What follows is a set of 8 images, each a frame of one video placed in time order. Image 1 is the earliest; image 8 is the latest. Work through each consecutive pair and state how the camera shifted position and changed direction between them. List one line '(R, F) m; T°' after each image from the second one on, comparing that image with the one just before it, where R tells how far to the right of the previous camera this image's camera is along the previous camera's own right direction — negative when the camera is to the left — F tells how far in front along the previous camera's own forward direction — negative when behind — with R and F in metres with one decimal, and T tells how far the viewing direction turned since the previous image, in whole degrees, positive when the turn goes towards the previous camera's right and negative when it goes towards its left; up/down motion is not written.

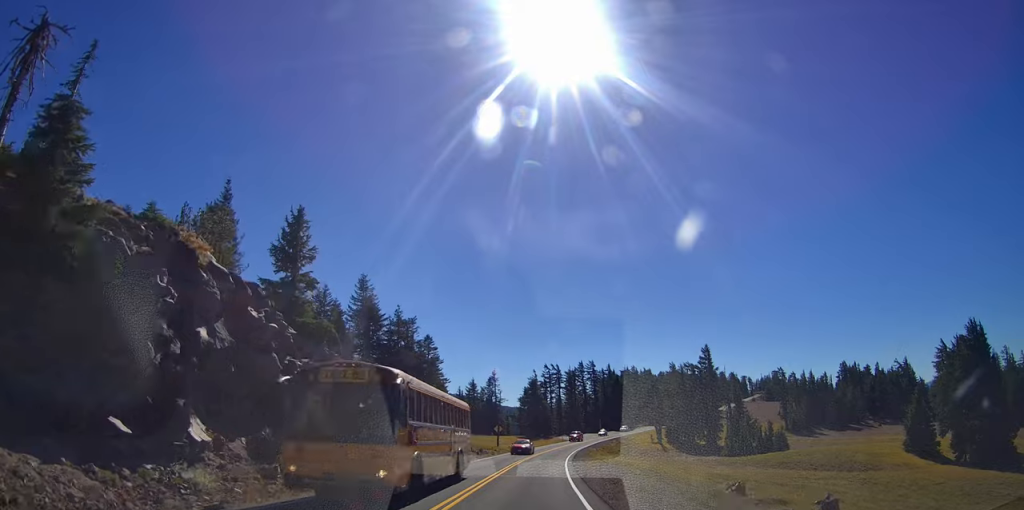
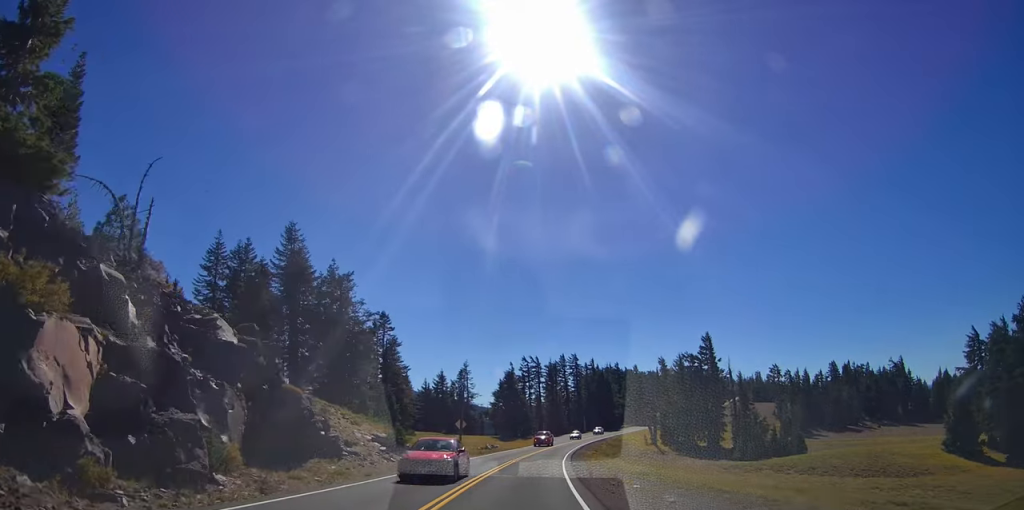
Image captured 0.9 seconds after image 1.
(+0.8, +17.6) m; +3°
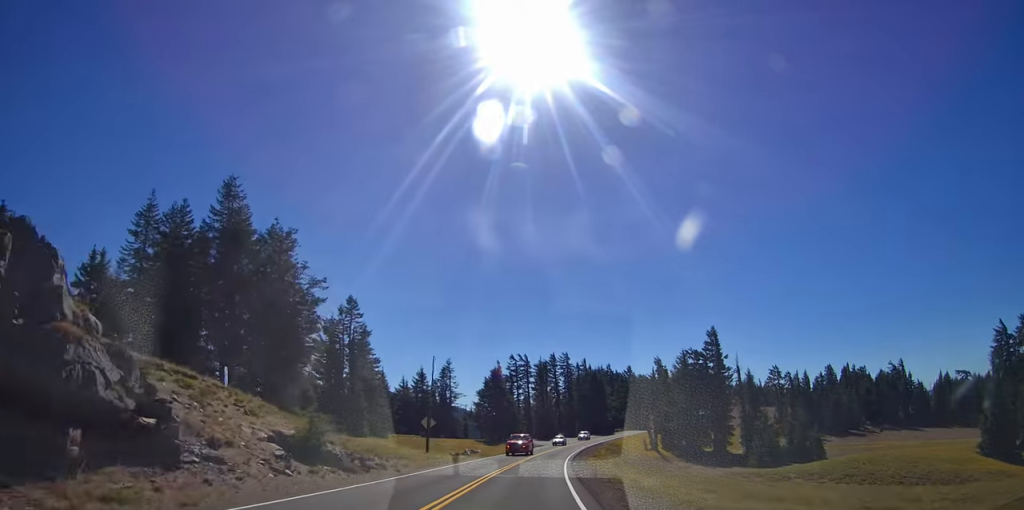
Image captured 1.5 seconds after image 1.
(+0.1, +11.1) m; 0°
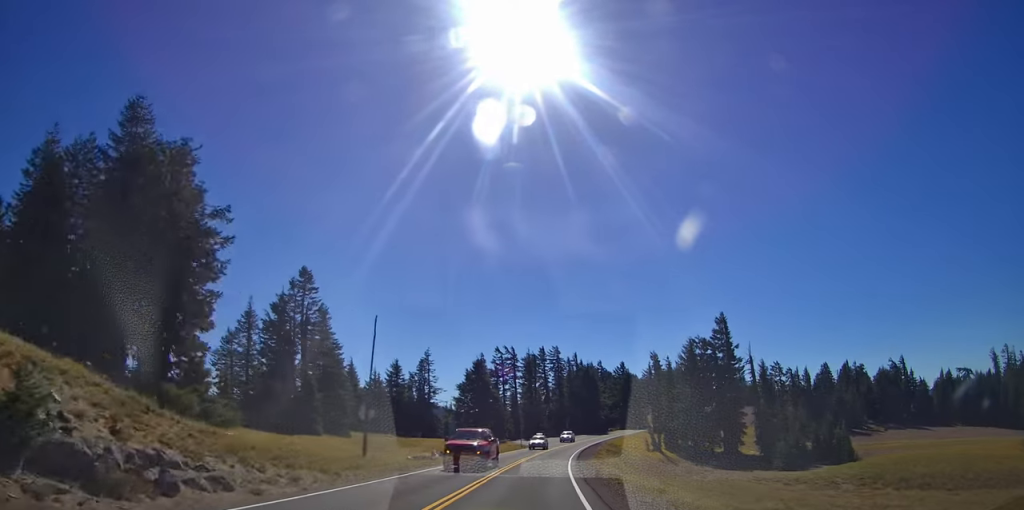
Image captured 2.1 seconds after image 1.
(0.0, +12.5) m; +2°
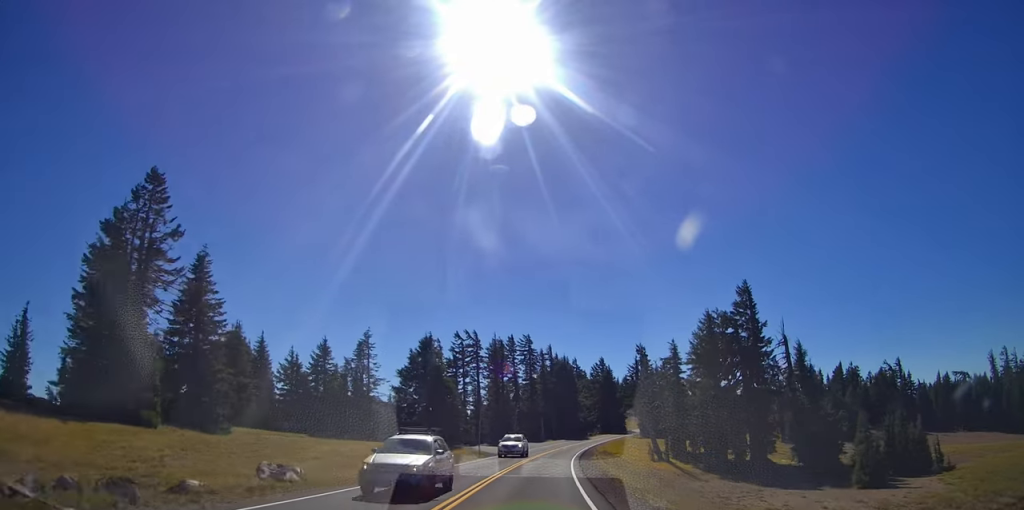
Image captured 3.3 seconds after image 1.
(+0.9, +24.2) m; +4°
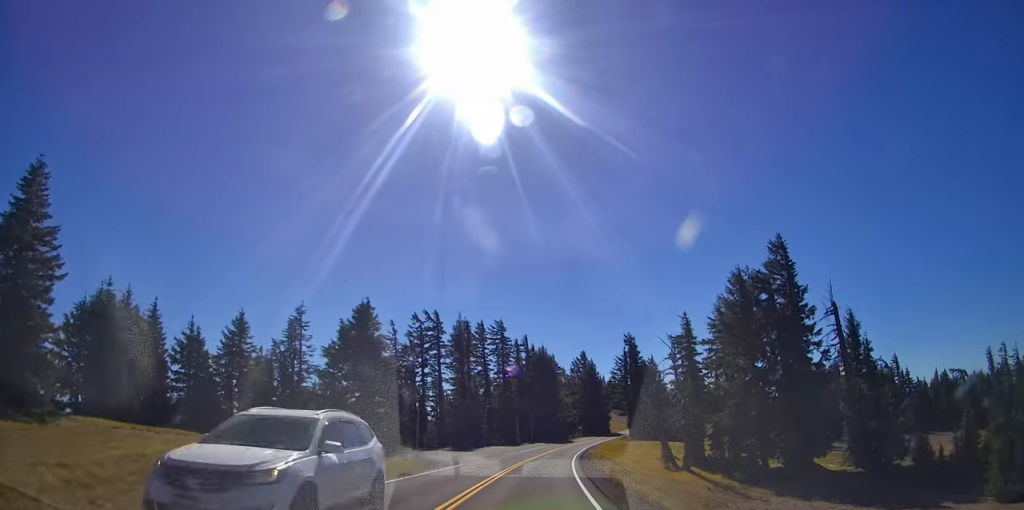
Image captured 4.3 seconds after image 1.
(+0.3, +18.9) m; +4°
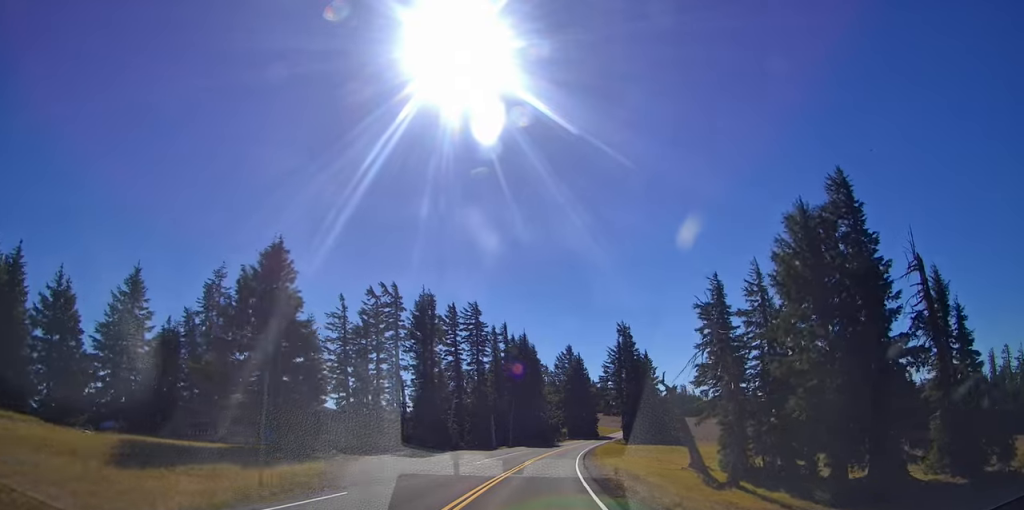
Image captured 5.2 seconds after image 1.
(+0.7, +16.7) m; +4°
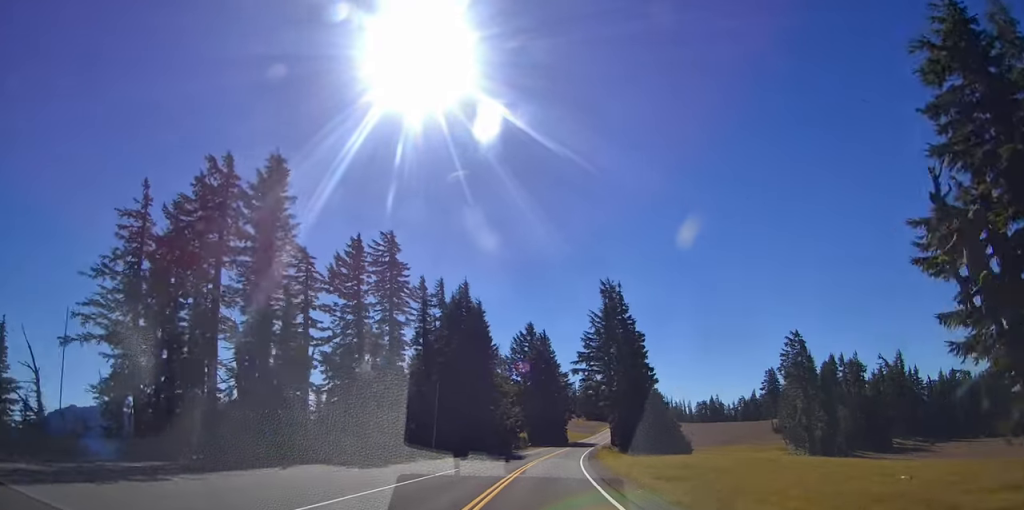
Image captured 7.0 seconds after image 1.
(+1.3, +35.3) m; +2°
